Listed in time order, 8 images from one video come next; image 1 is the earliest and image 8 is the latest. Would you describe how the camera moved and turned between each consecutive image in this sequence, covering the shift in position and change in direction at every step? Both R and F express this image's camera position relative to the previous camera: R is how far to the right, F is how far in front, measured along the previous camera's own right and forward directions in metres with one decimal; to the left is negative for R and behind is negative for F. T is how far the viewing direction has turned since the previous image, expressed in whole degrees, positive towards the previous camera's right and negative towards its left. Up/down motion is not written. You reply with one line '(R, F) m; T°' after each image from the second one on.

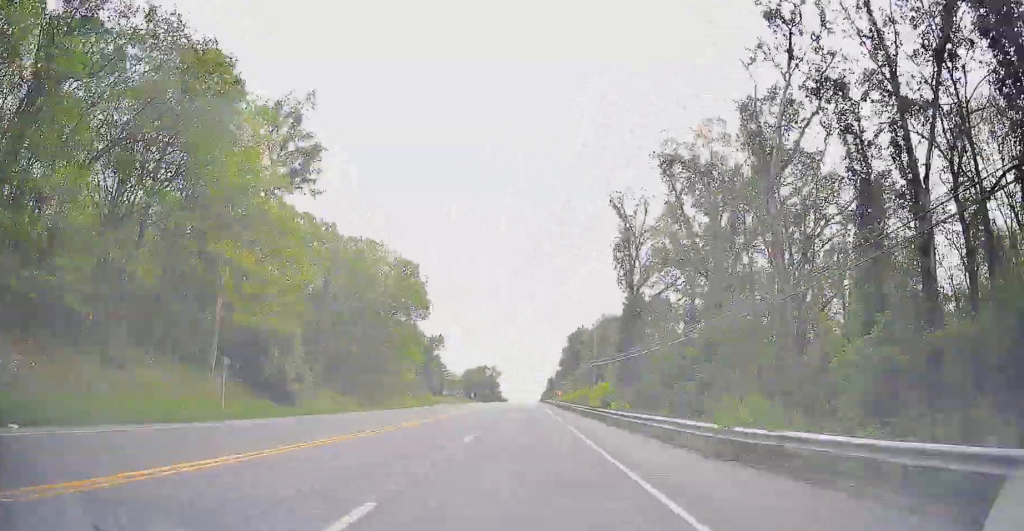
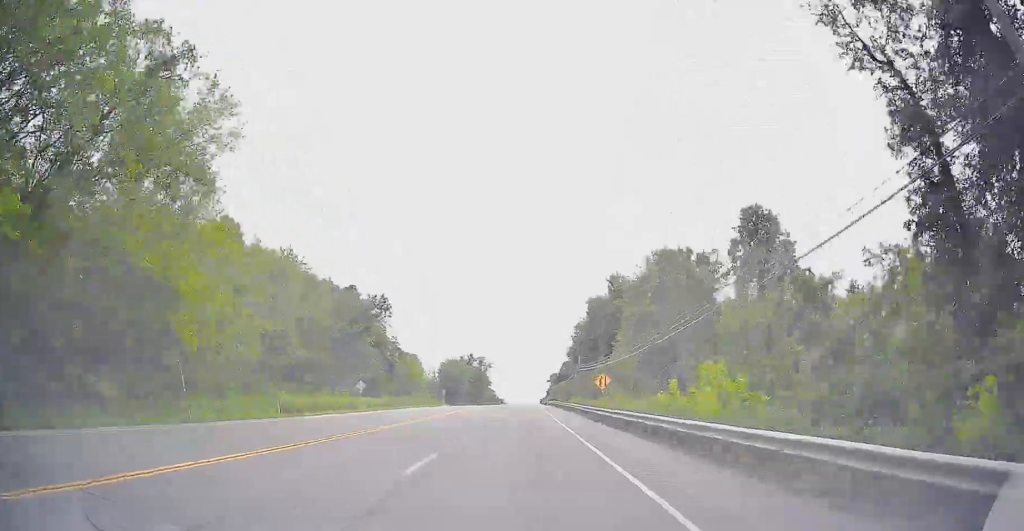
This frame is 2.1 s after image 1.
(-17.9, +56.2) m; -12°
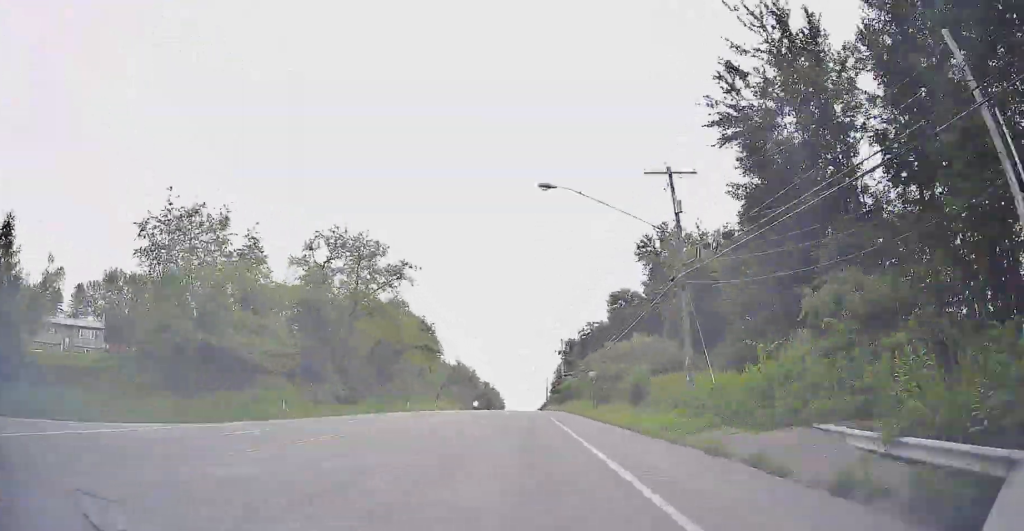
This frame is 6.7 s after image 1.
(-20.6, +116.1) m; -24°
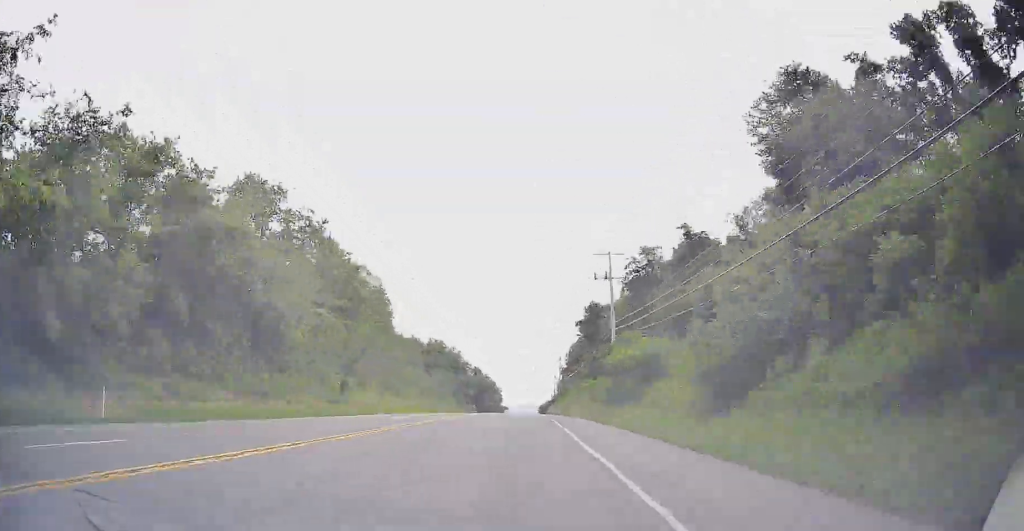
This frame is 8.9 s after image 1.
(-5.5, +60.2) m; 0°
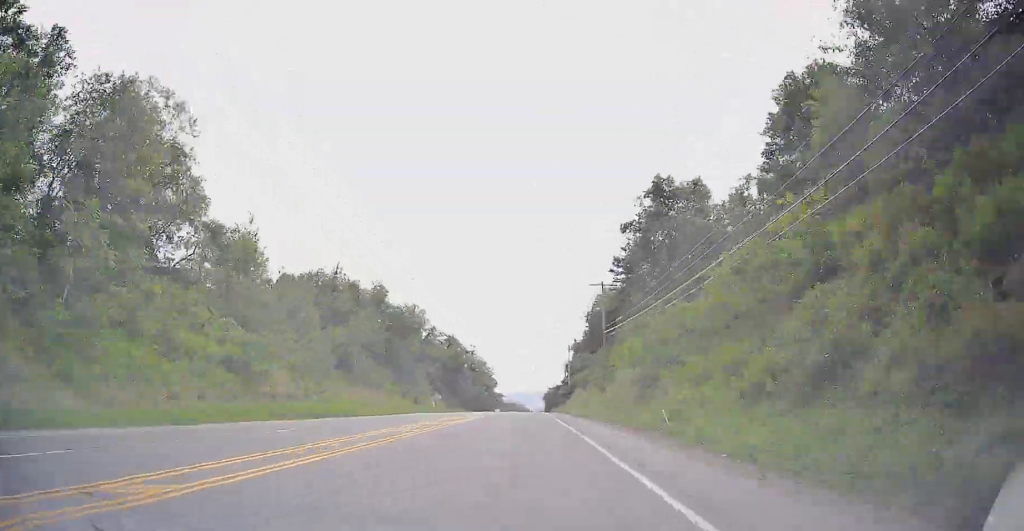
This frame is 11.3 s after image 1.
(+10.4, +66.5) m; +9°
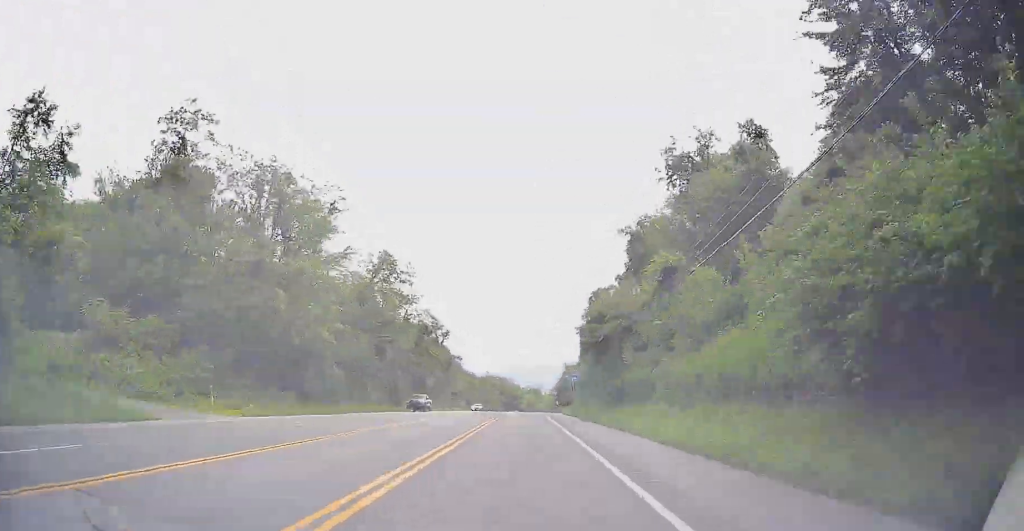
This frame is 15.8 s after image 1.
(+1.3, +128.4) m; +1°
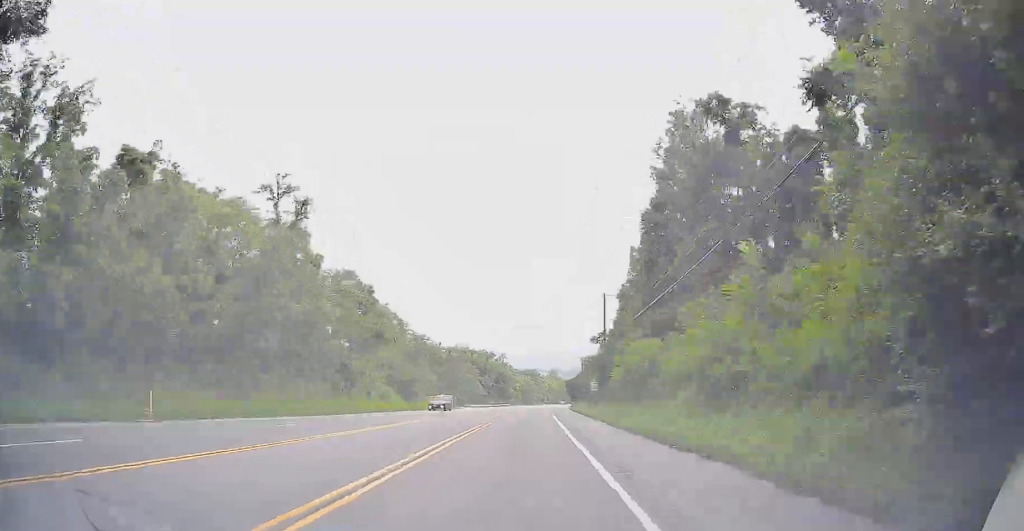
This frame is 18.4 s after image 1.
(+0.7, +76.7) m; +2°
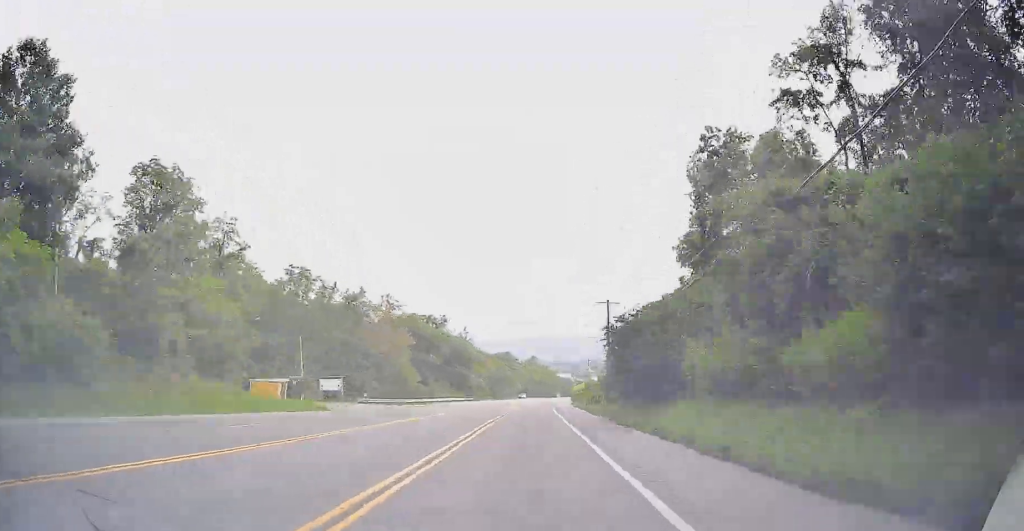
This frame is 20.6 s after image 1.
(+0.9, +67.0) m; +2°
